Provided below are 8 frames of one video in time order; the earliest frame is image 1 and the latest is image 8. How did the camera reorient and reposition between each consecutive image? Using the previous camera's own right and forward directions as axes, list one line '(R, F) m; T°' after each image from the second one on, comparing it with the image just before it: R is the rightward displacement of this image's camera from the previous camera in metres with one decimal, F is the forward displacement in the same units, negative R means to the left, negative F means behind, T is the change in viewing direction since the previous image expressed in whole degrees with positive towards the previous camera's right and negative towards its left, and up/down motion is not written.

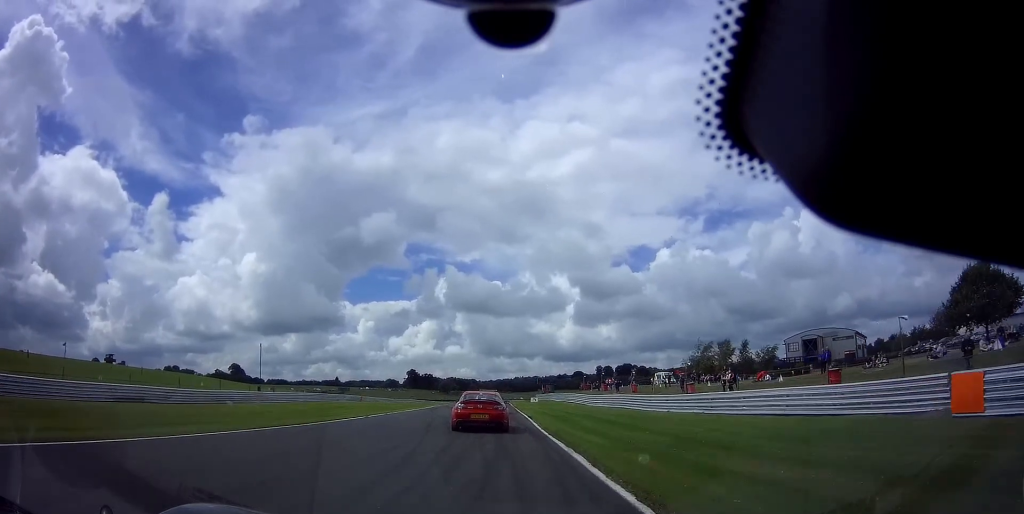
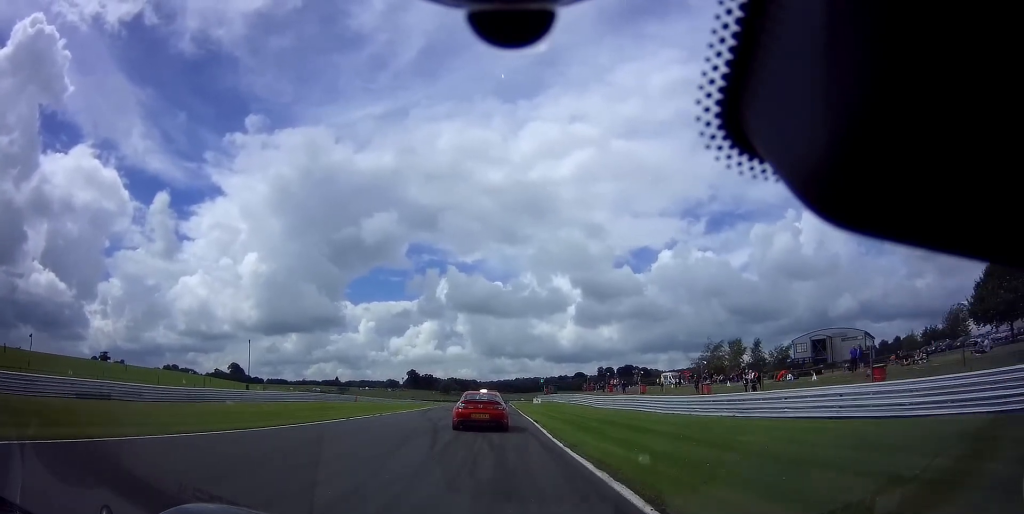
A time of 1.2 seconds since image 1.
(+0.1, +14.2) m; +1°
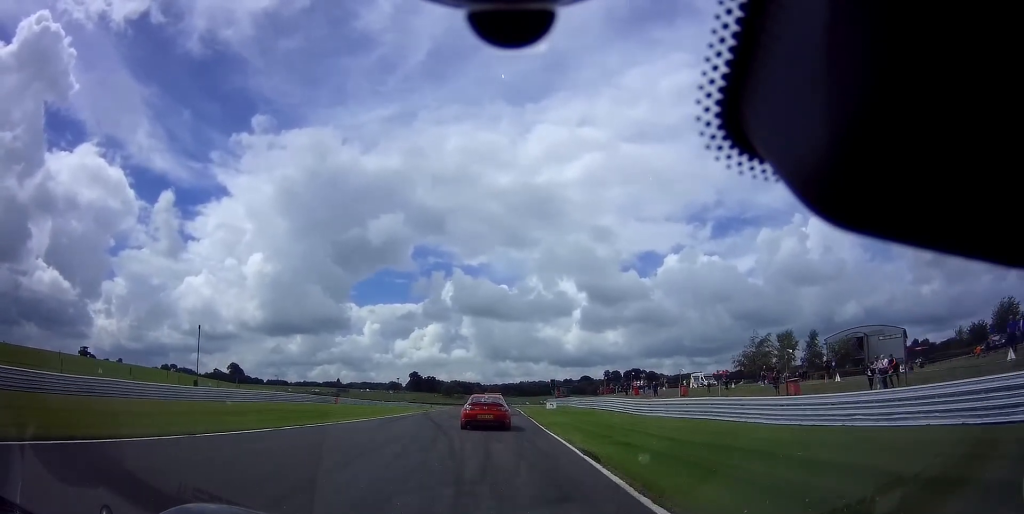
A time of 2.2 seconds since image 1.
(0.0, +11.9) m; -1°
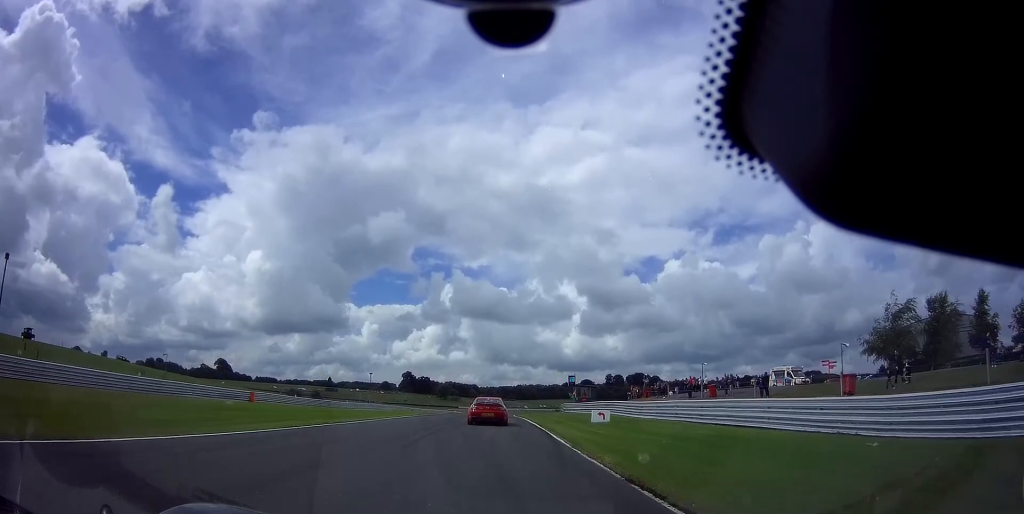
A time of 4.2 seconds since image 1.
(+0.1, +25.2) m; +1°
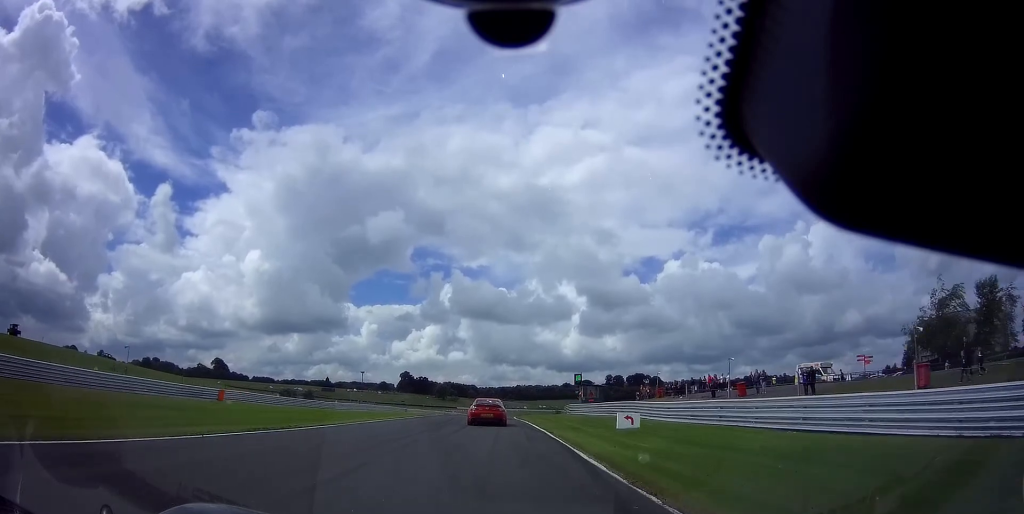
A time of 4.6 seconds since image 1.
(+0.2, +5.5) m; 0°
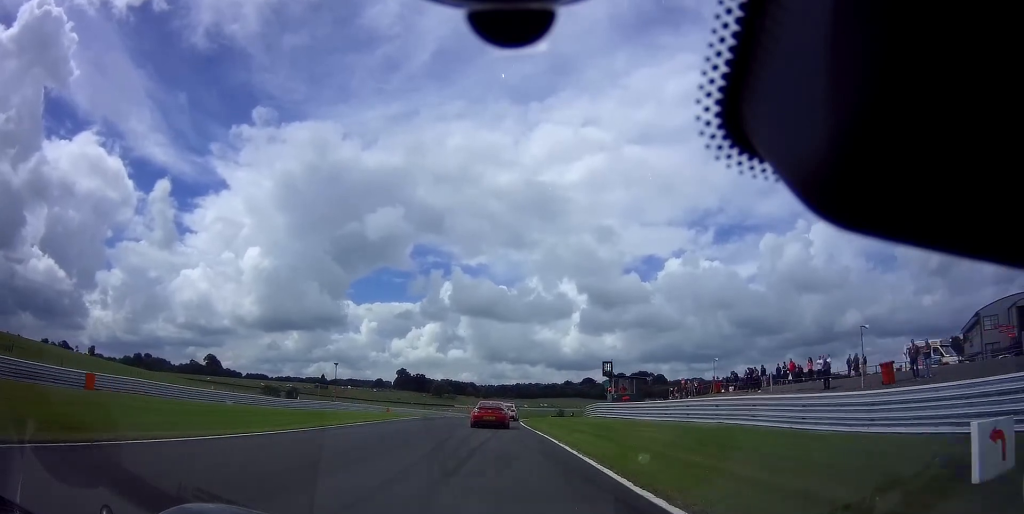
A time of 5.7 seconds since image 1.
(-0.5, +16.2) m; -1°
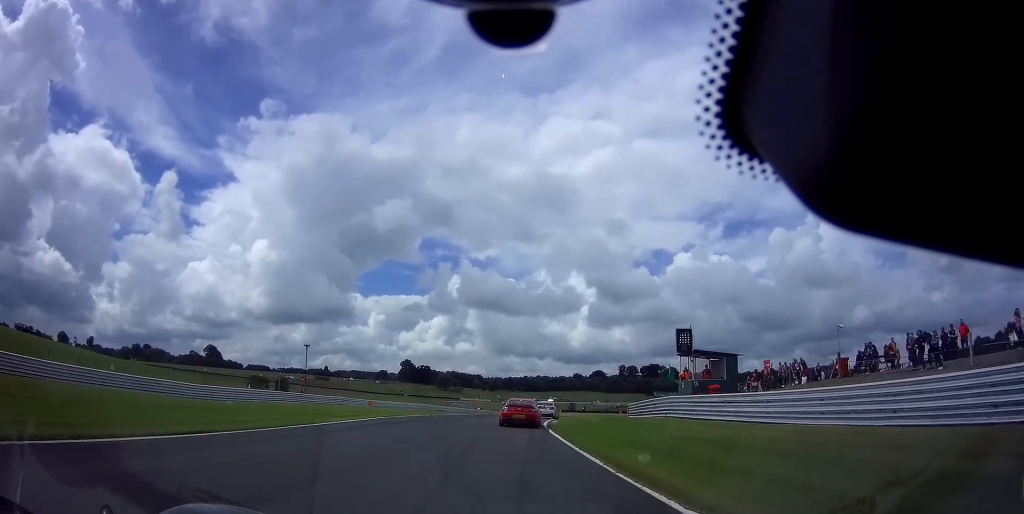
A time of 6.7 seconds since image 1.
(+0.3, +16.5) m; +1°
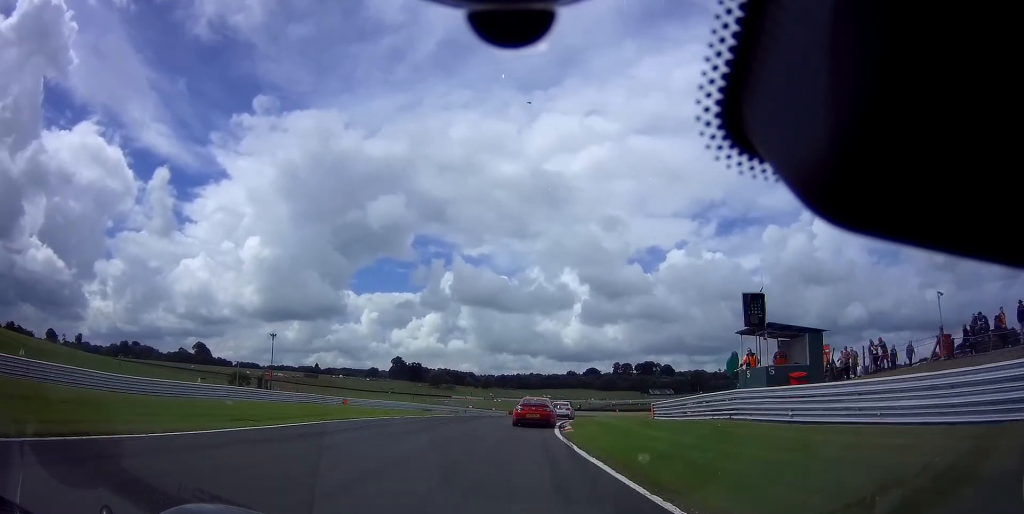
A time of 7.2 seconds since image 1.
(+0.1, +8.5) m; +1°
